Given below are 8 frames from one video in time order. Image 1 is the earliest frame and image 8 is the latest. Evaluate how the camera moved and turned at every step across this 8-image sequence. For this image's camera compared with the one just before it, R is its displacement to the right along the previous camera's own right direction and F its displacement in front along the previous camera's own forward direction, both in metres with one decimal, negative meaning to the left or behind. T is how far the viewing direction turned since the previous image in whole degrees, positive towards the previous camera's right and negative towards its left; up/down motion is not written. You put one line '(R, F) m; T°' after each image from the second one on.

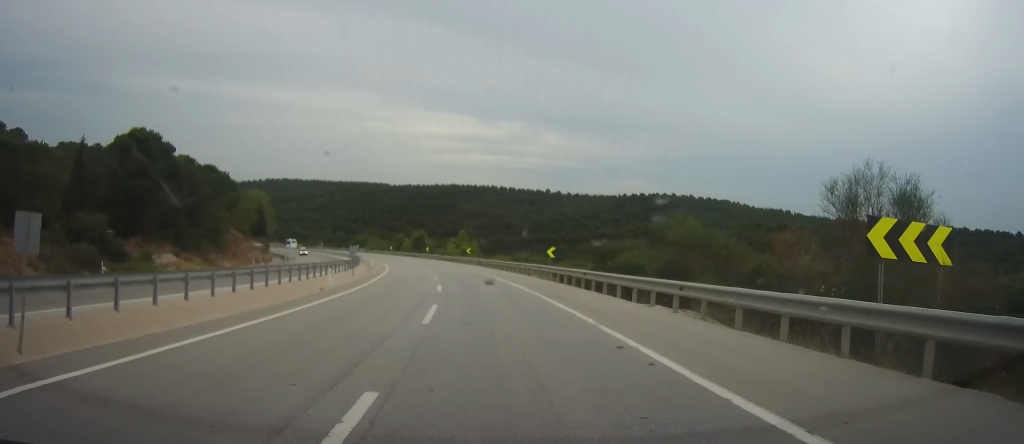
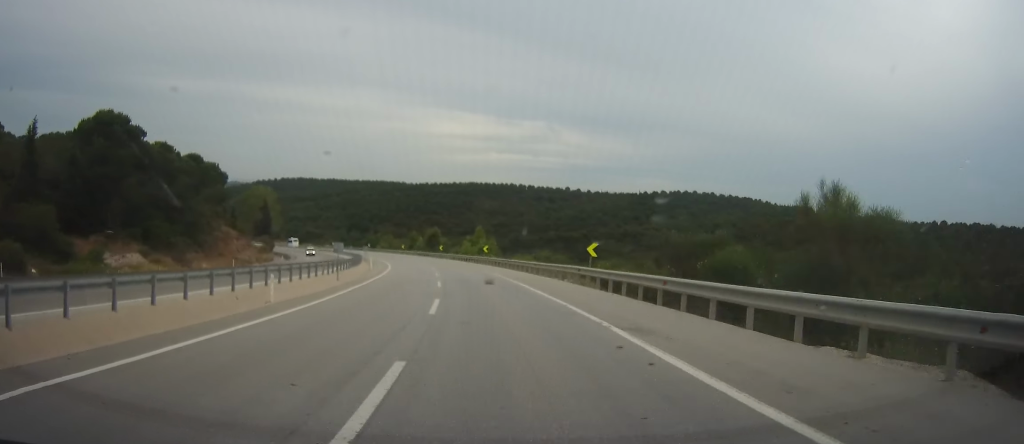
(-0.1, +9.8) m; -1°
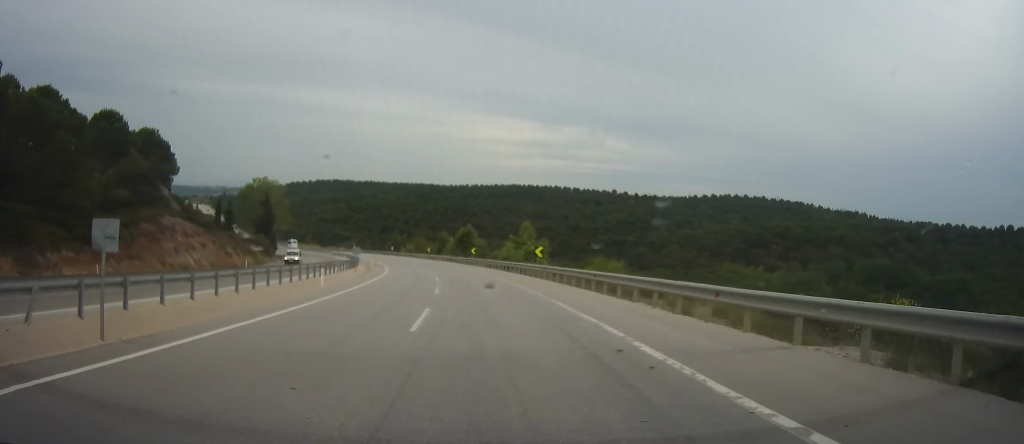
(-1.1, +27.9) m; -4°
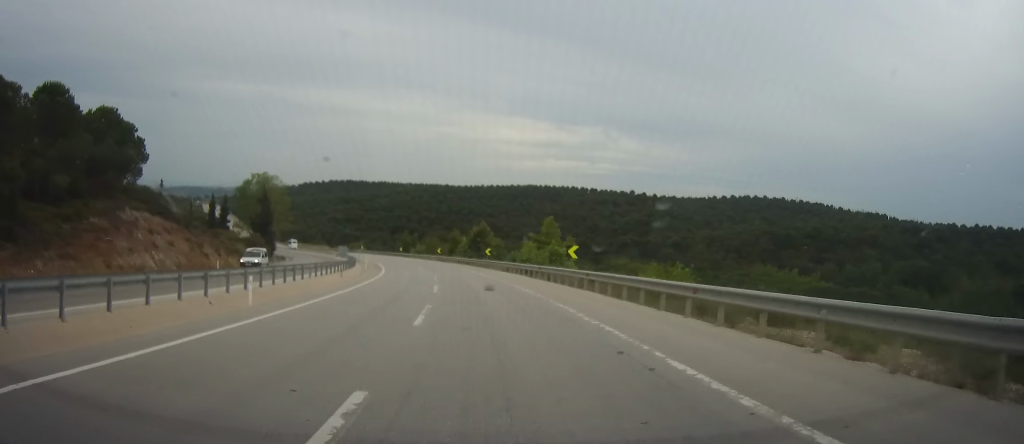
(0.0, +11.7) m; -2°
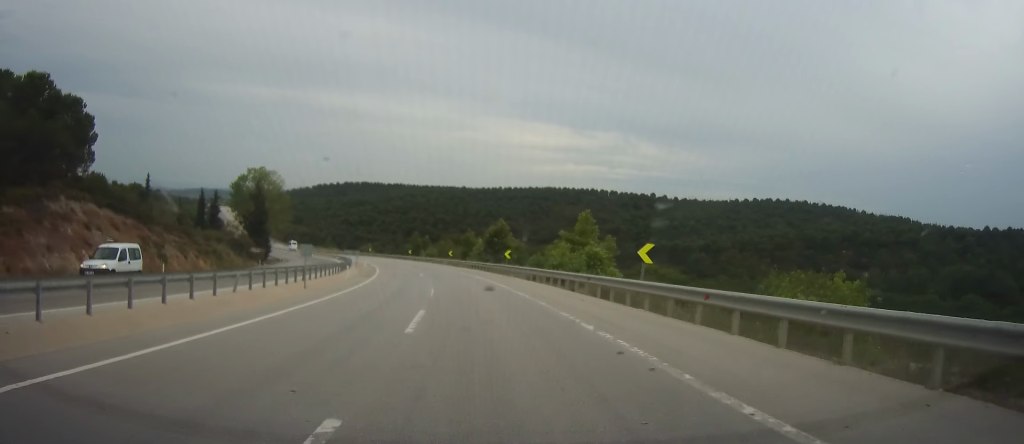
(-0.4, +13.0) m; -2°
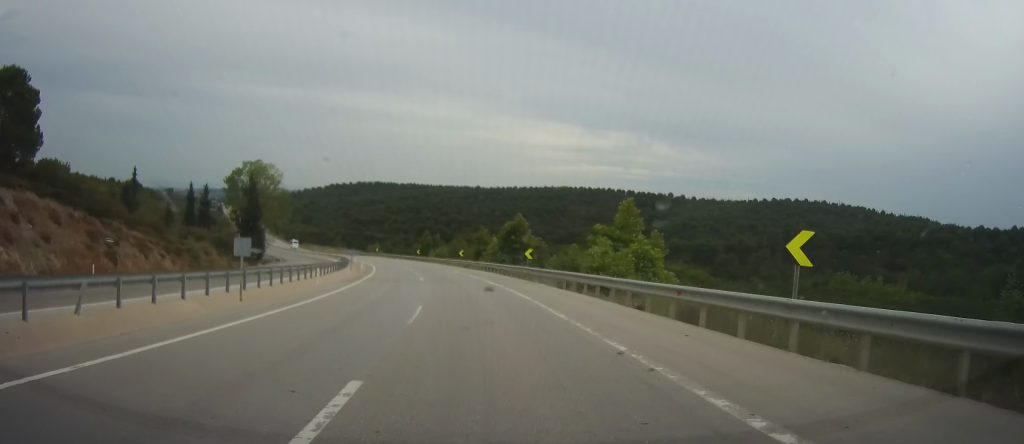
(-0.2, +11.0) m; -1°
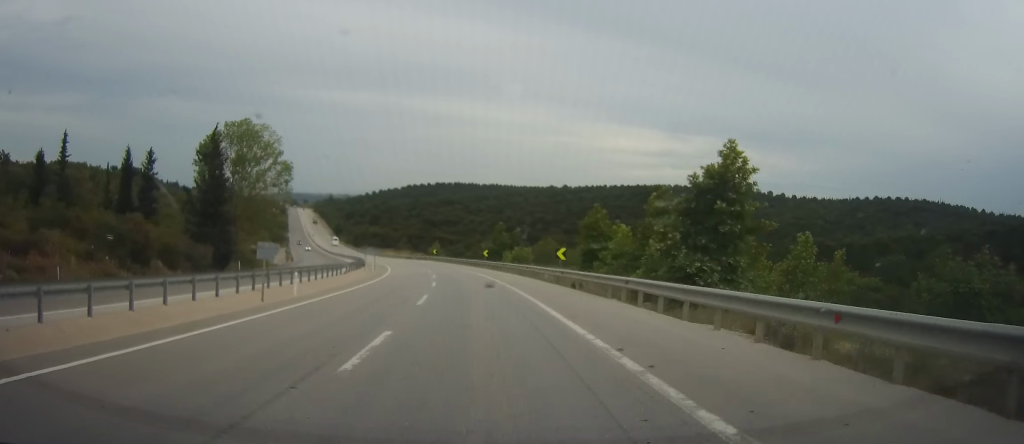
(-1.4, +45.0) m; -5°
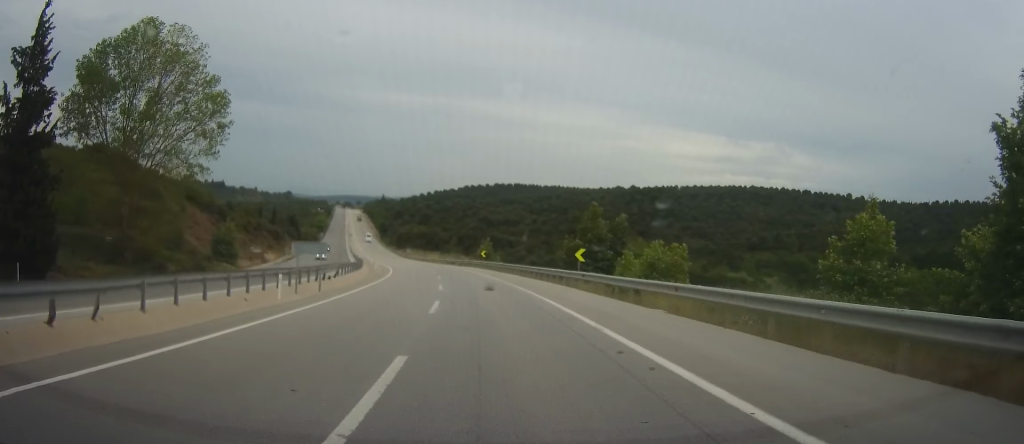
(-2.1, +38.9) m; -6°
